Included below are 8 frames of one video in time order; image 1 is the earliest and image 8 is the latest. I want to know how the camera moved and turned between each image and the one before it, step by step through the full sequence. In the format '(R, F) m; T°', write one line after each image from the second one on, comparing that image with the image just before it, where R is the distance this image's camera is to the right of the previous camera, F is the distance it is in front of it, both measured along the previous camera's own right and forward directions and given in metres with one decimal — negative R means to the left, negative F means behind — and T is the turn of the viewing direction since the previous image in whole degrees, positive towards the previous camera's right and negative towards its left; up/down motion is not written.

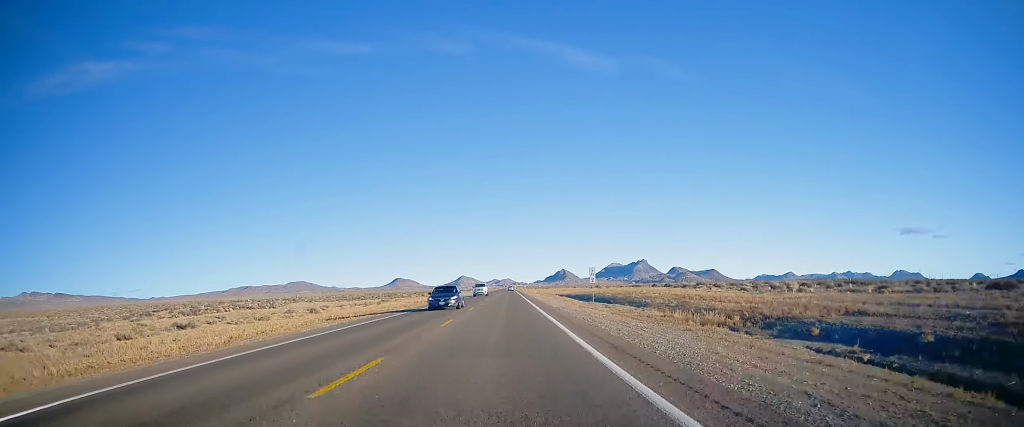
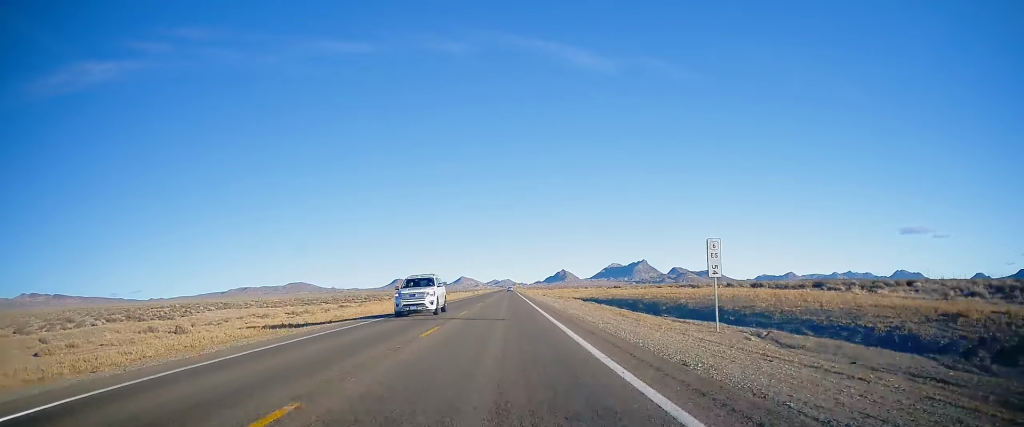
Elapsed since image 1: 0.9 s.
(+0.4, +28.5) m; 0°
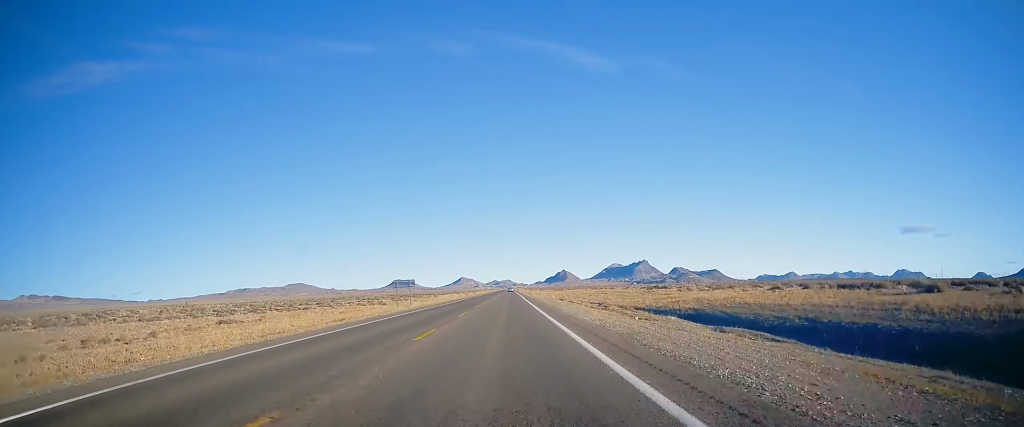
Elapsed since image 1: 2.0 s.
(-0.6, +37.1) m; -1°
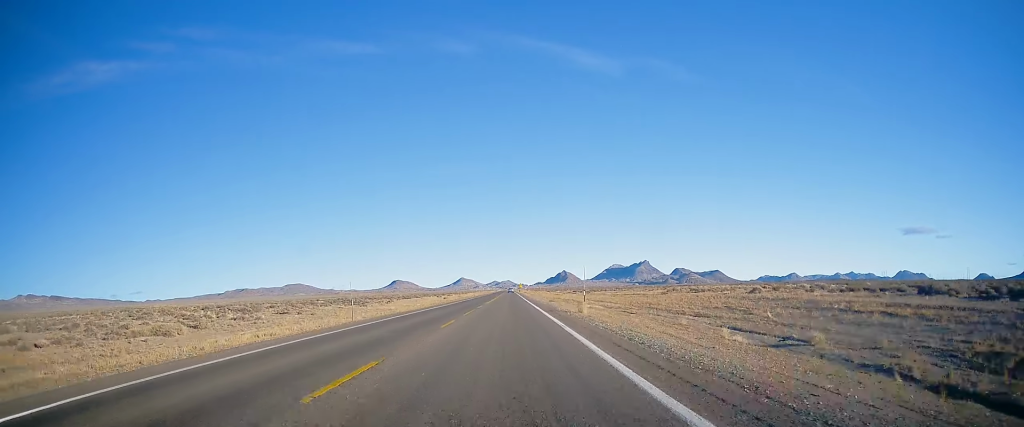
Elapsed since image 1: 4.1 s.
(+0.2, +68.5) m; 0°
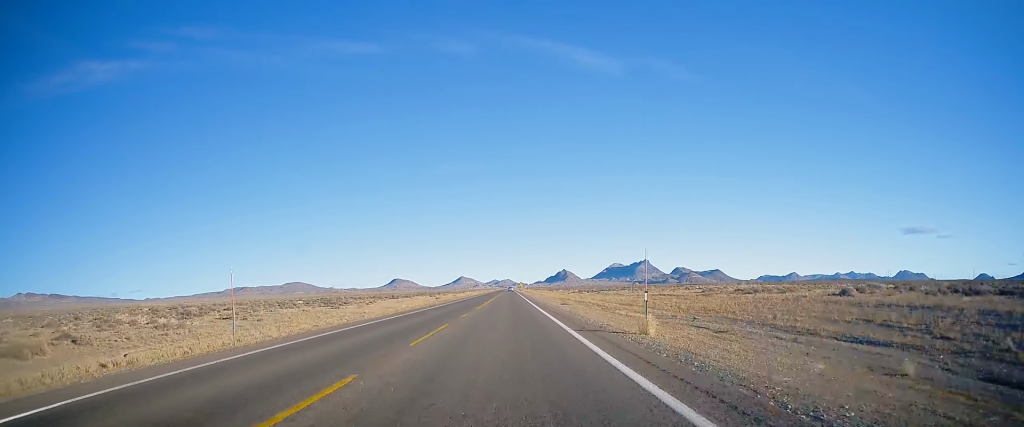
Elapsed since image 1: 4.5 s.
(0.0, +14.1) m; 0°
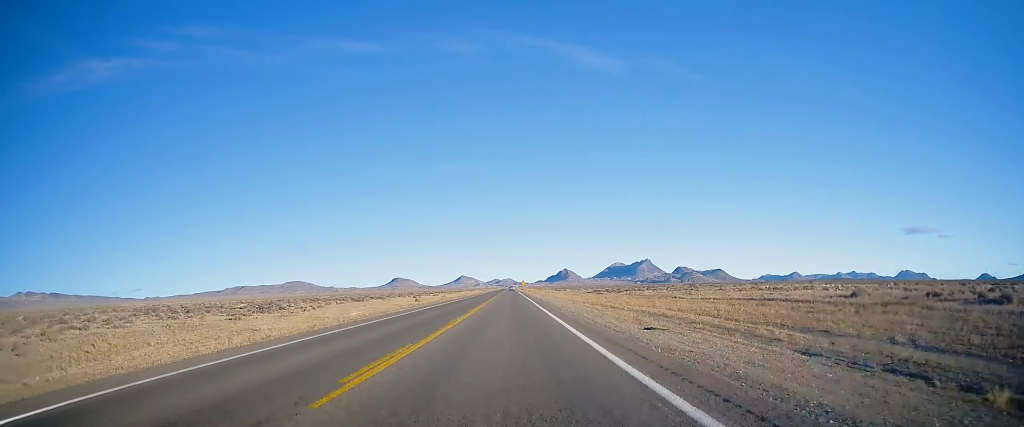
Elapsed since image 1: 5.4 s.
(-0.2, +28.2) m; 0°
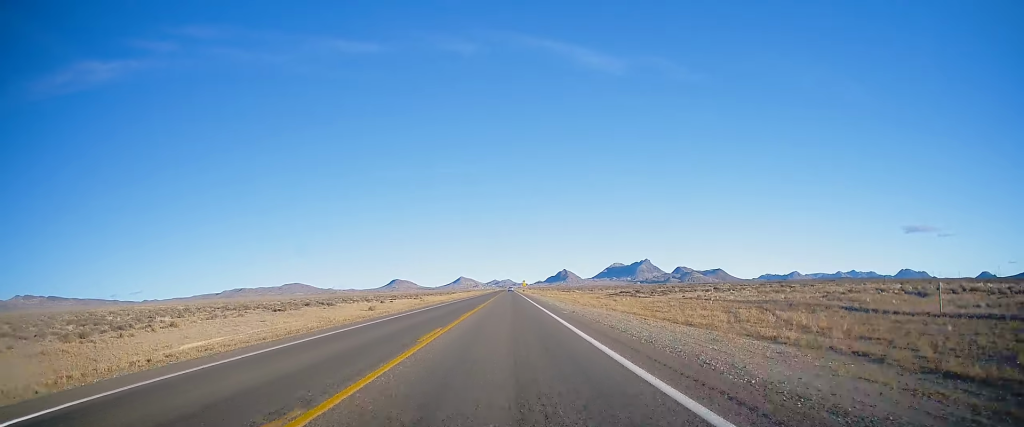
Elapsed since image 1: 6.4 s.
(+0.3, +31.5) m; +1°
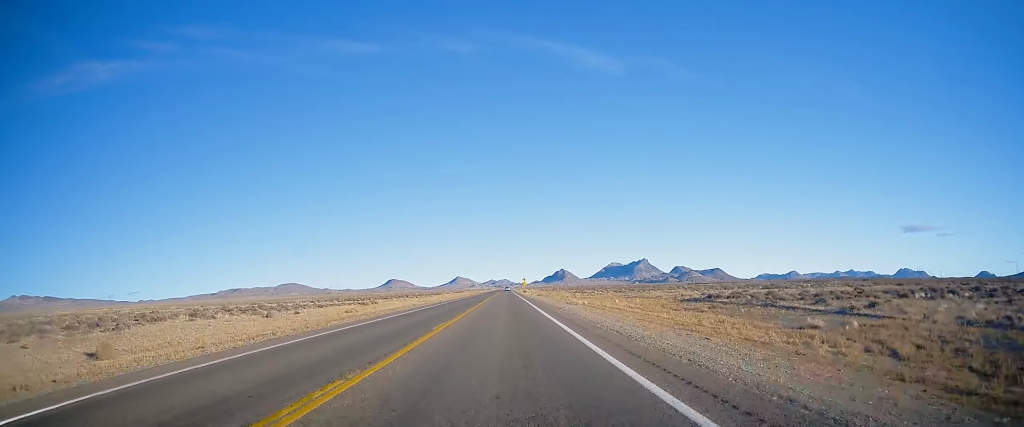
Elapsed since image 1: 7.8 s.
(+0.2, +45.6) m; 0°
